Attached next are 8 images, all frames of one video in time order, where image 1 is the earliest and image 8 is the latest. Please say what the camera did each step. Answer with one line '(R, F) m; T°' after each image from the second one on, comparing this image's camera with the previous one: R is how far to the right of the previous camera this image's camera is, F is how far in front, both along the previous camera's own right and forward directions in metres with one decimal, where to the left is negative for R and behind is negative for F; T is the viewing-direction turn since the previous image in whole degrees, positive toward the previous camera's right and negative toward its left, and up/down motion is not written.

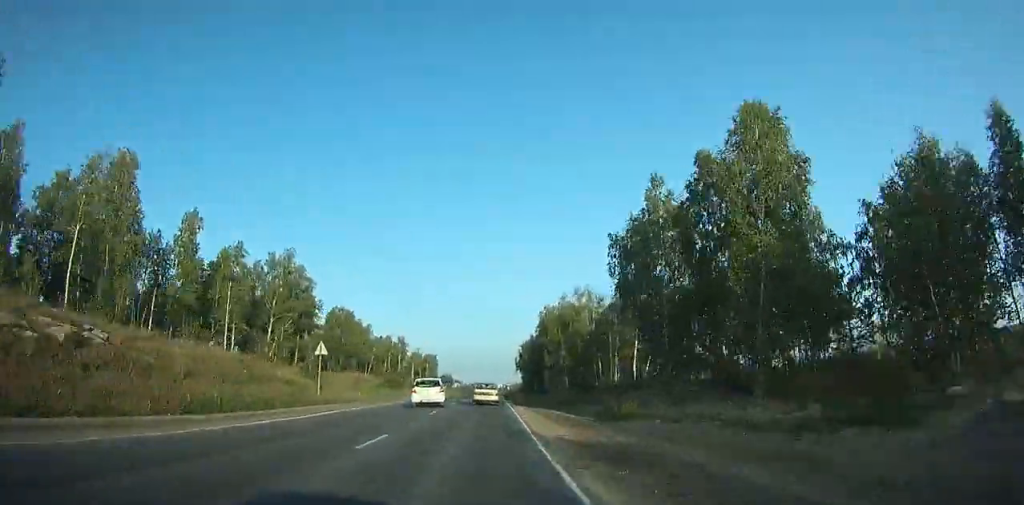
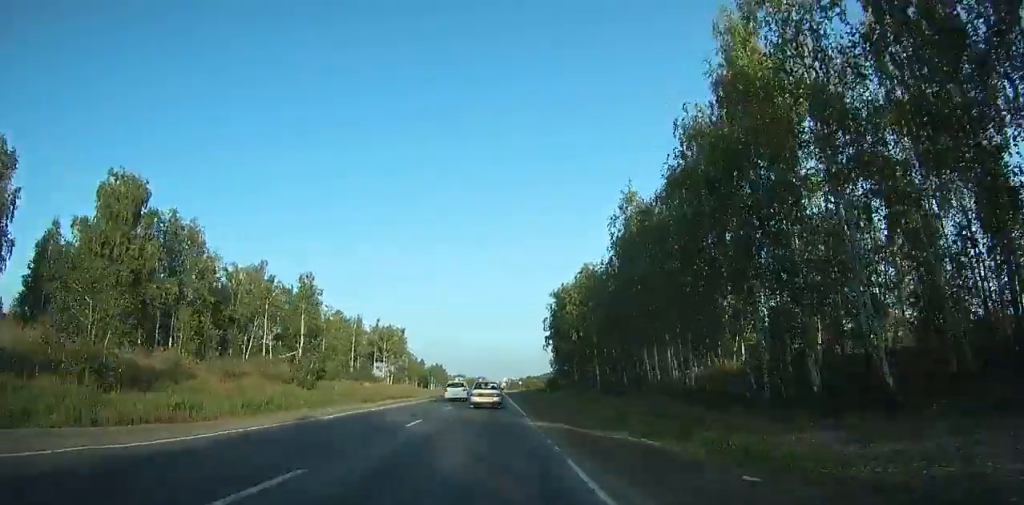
(+6.0, +61.7) m; +7°
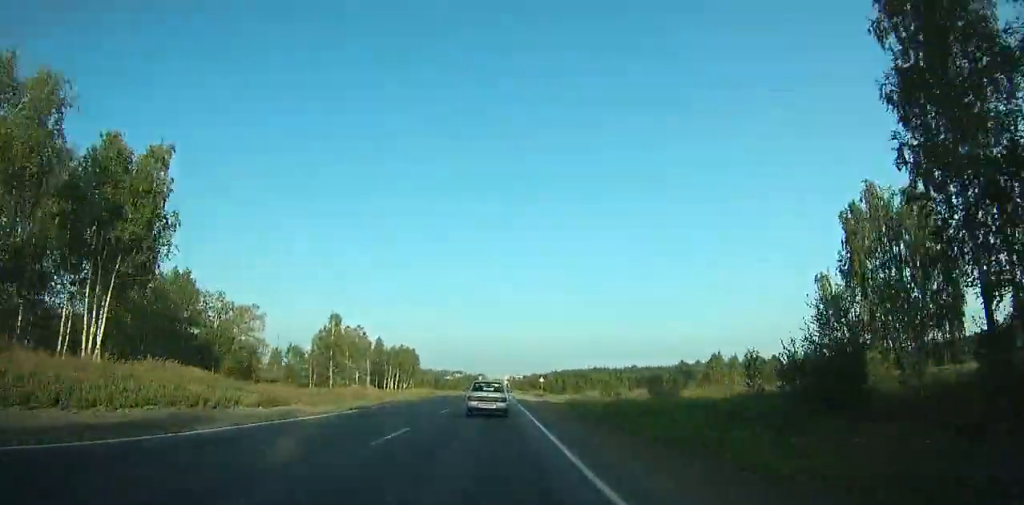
(+1.4, +68.5) m; -1°
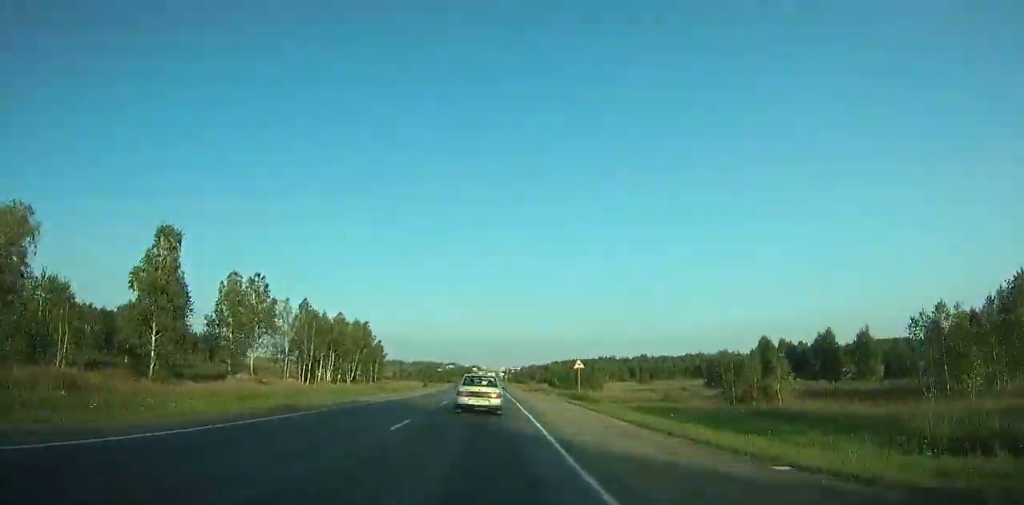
(-1.0, +42.5) m; -2°
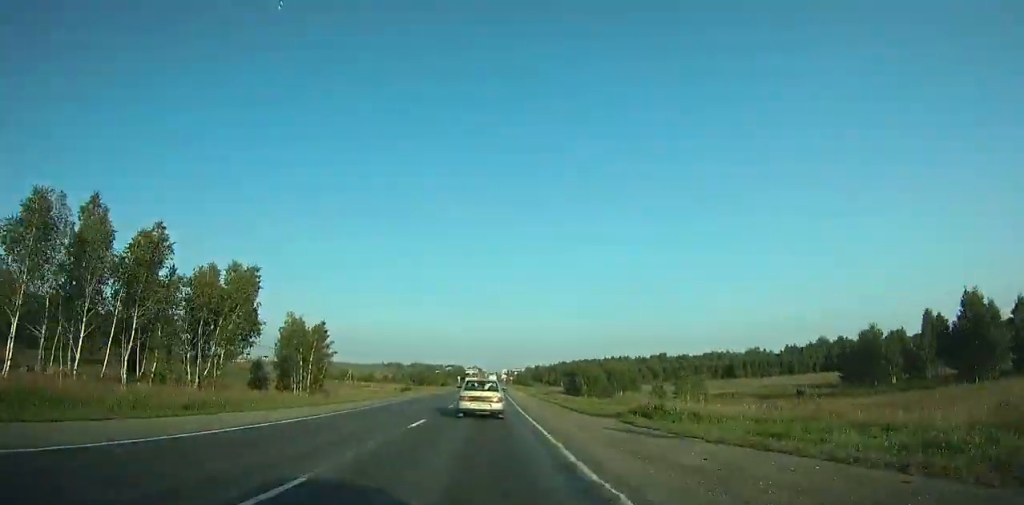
(-1.0, +43.8) m; -1°
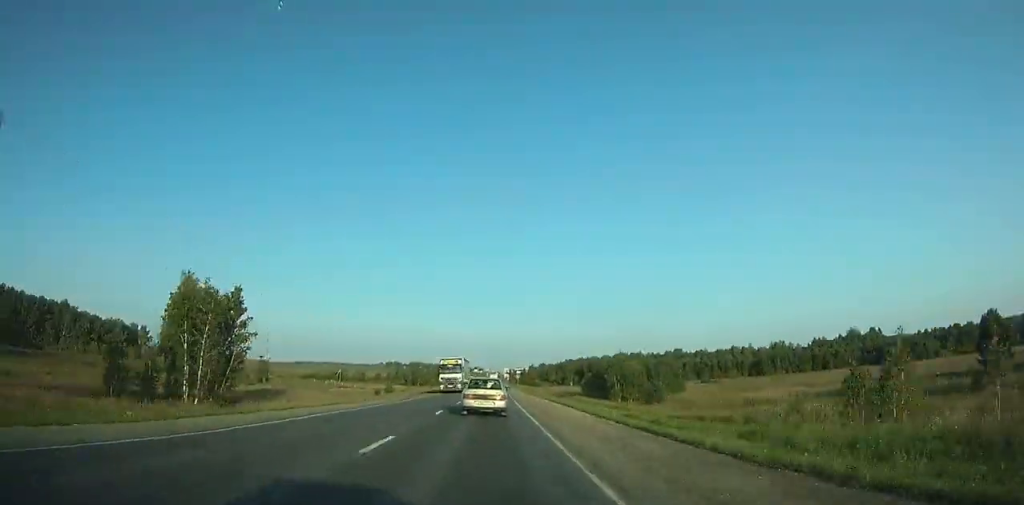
(-0.1, +29.2) m; 0°
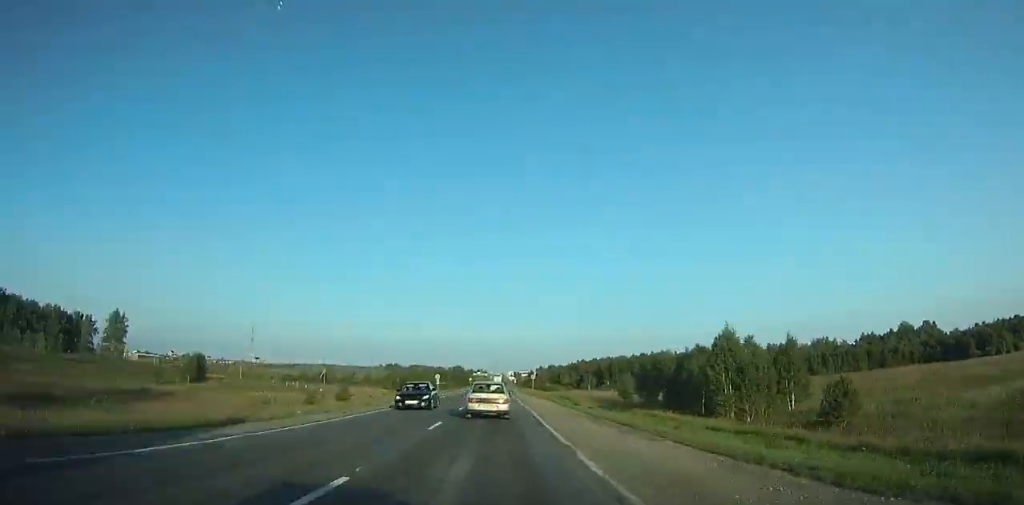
(0.0, +40.4) m; +1°
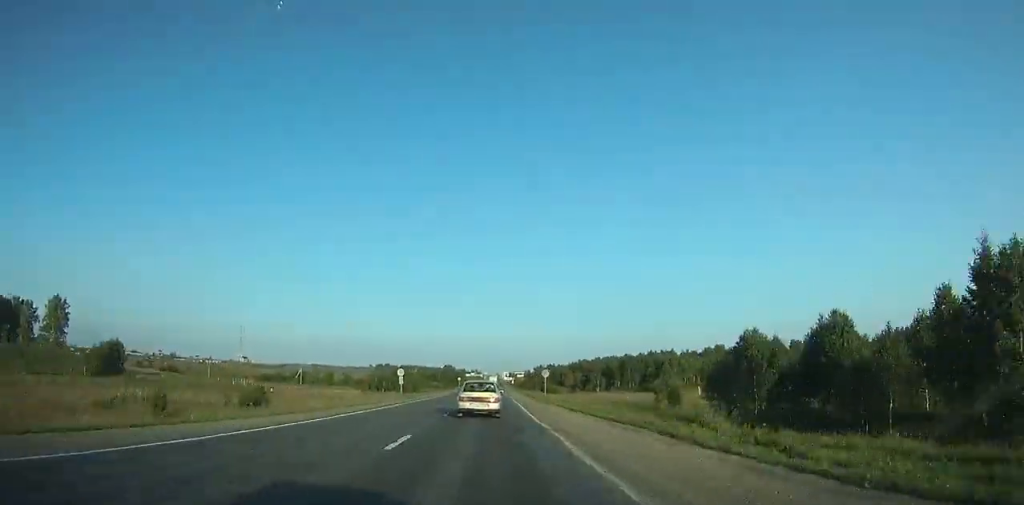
(+0.1, +28.4) m; 0°
